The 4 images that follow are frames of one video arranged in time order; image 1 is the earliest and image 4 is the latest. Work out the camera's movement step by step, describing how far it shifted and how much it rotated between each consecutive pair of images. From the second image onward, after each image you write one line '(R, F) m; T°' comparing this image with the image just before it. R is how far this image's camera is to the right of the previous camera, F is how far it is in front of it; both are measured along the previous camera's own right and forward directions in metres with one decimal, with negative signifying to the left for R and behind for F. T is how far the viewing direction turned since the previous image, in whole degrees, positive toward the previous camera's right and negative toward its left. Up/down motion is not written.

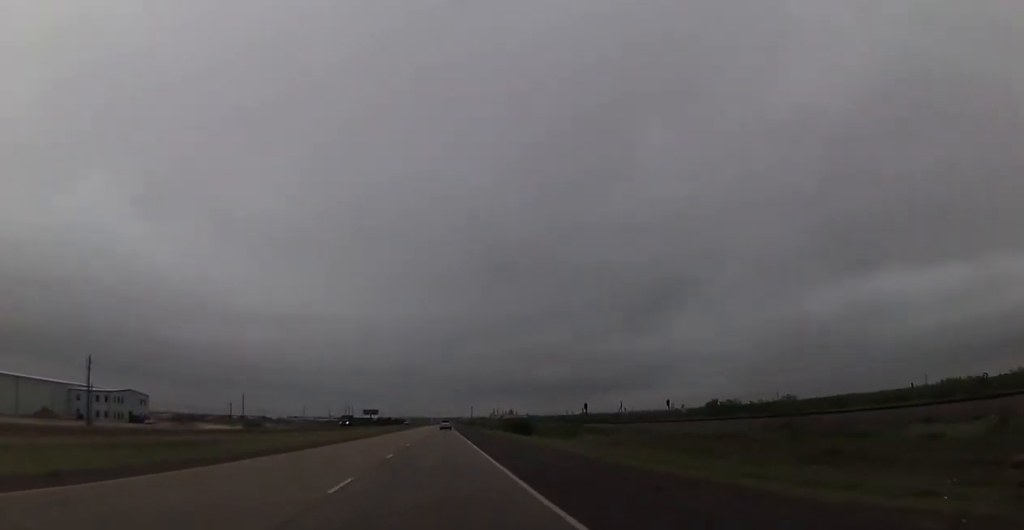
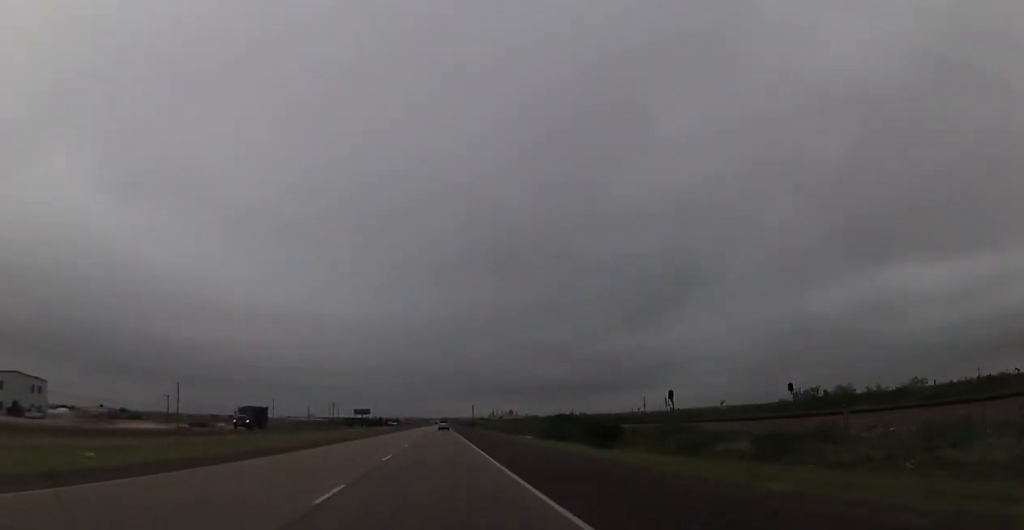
(+0.4, +50.7) m; 0°
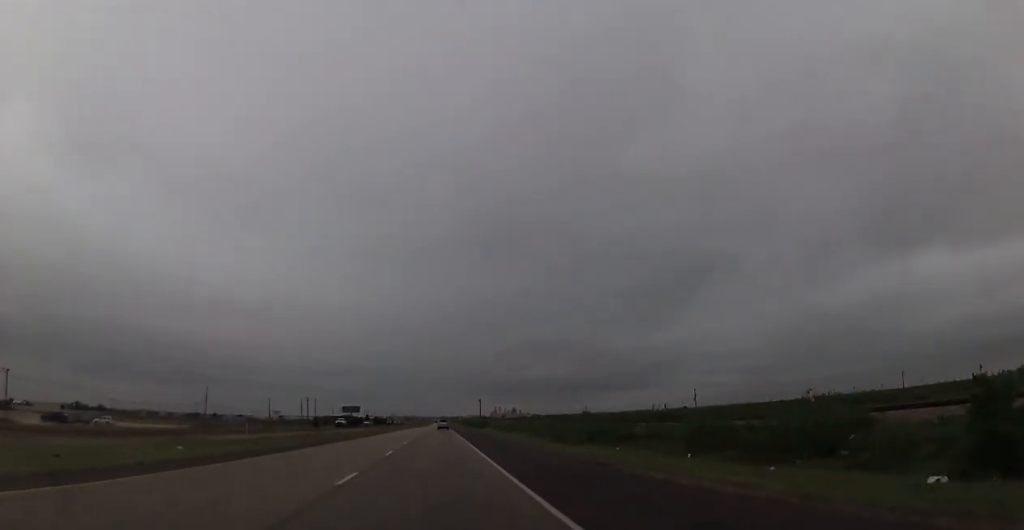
(-0.5, +70.6) m; 0°
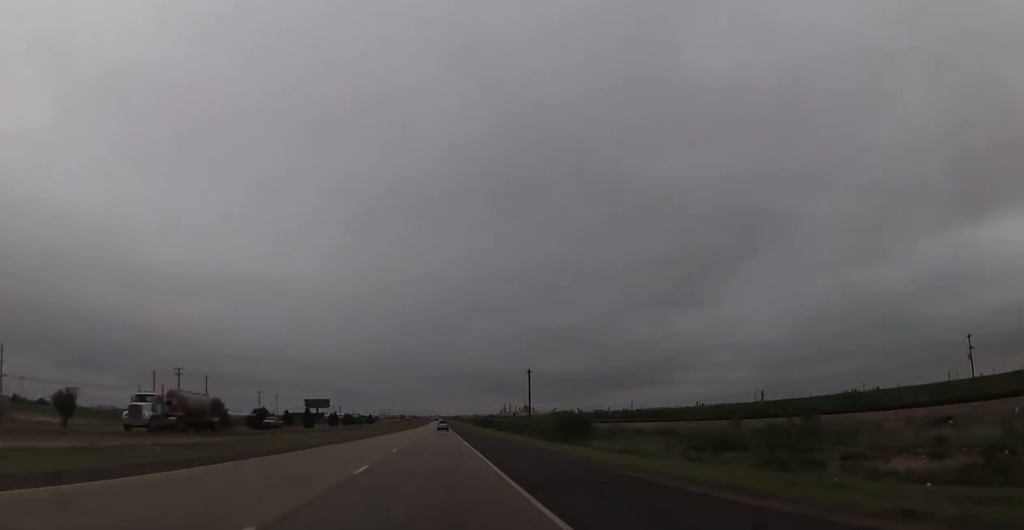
(+1.0, +156.3) m; 0°
